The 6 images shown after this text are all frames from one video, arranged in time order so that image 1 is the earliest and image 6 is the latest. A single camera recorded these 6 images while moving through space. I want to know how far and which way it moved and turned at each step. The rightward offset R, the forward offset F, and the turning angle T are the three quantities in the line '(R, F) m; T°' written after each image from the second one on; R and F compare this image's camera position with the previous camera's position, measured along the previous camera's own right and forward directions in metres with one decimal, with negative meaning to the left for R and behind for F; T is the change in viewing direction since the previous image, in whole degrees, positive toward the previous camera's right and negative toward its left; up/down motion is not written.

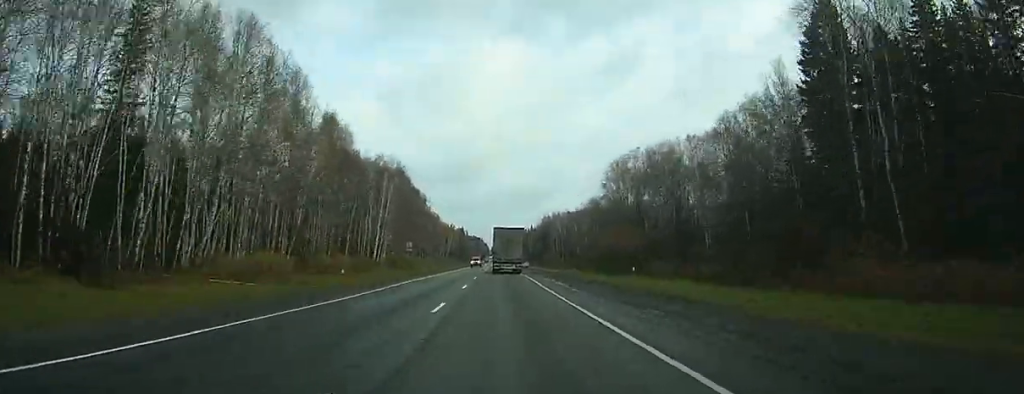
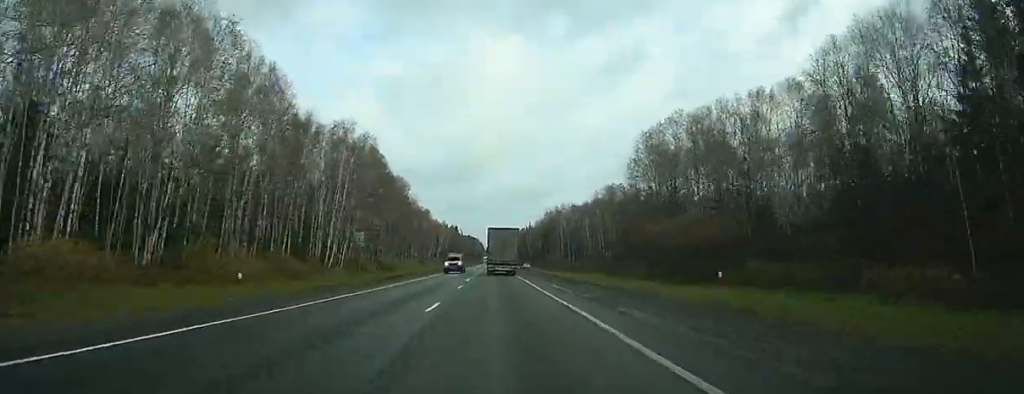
(-0.2, +24.1) m; +1°
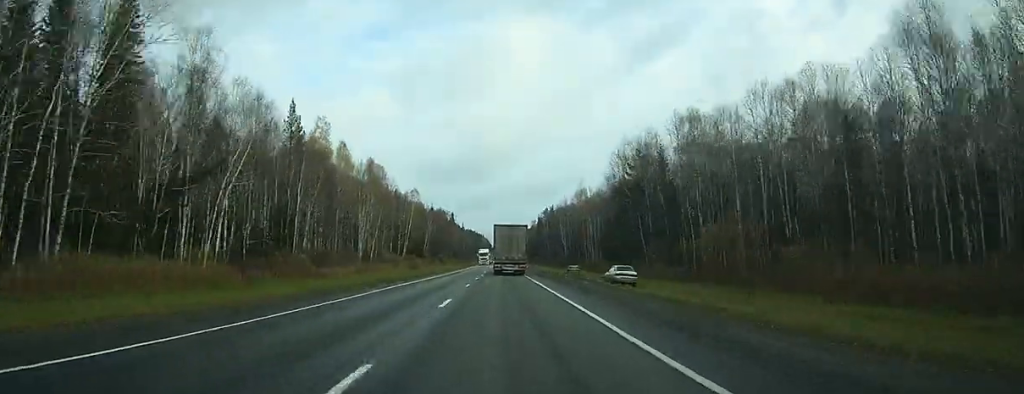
(+6.9, +112.1) m; +7°
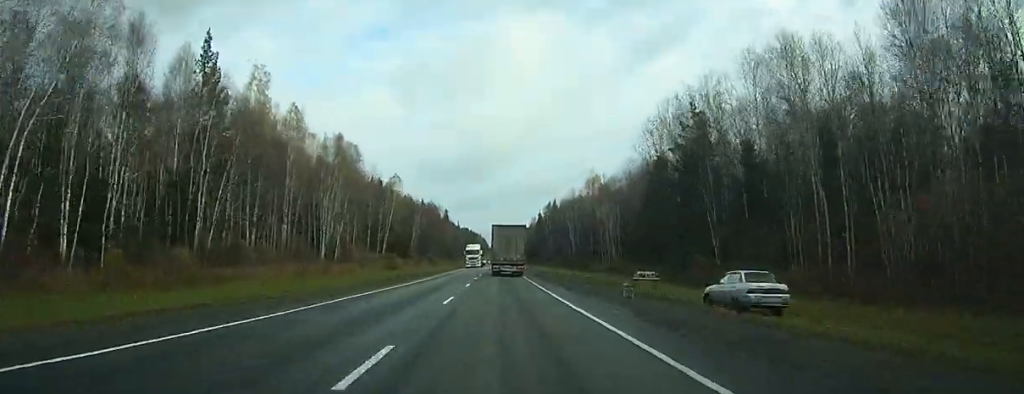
(0.0, +22.5) m; -1°
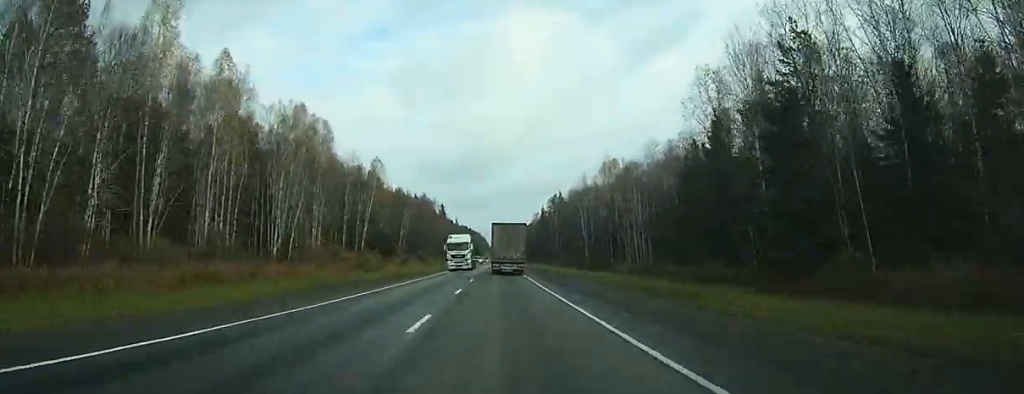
(+1.2, +18.3) m; -4°
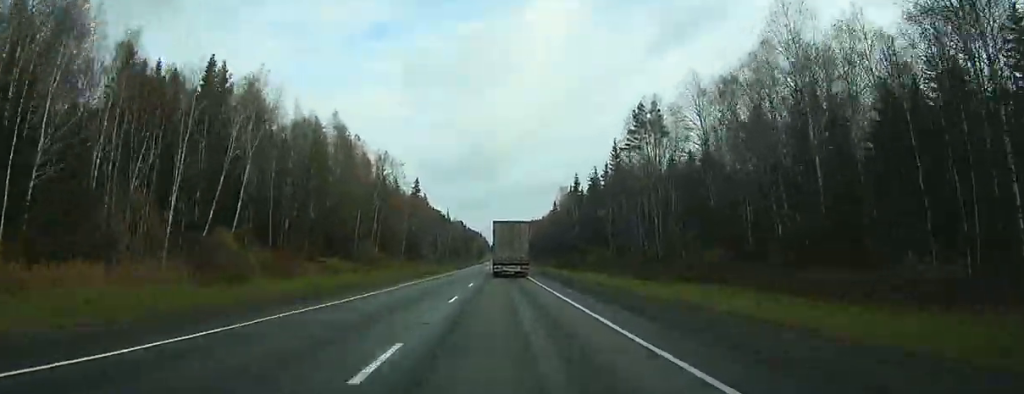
(-9.0, +92.9) m; -2°
